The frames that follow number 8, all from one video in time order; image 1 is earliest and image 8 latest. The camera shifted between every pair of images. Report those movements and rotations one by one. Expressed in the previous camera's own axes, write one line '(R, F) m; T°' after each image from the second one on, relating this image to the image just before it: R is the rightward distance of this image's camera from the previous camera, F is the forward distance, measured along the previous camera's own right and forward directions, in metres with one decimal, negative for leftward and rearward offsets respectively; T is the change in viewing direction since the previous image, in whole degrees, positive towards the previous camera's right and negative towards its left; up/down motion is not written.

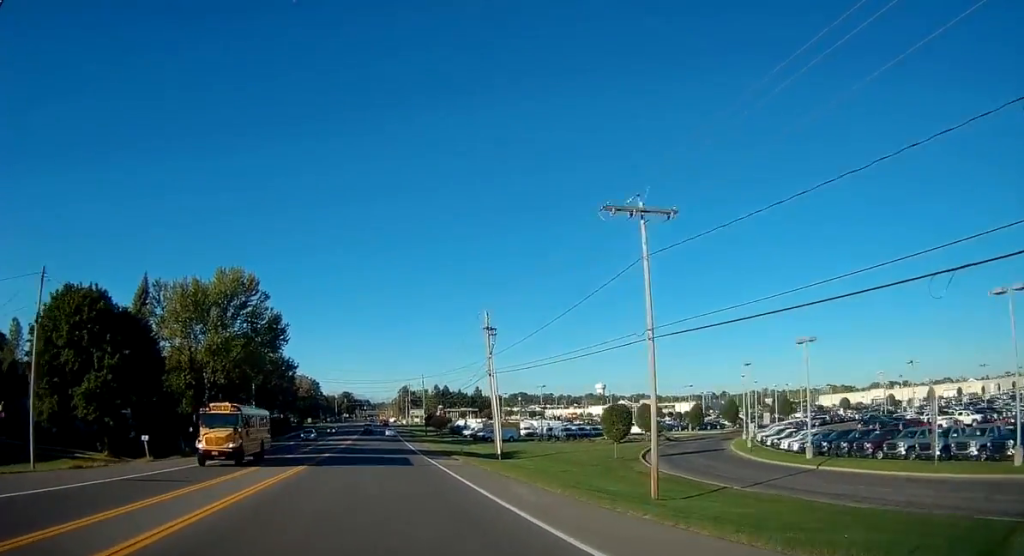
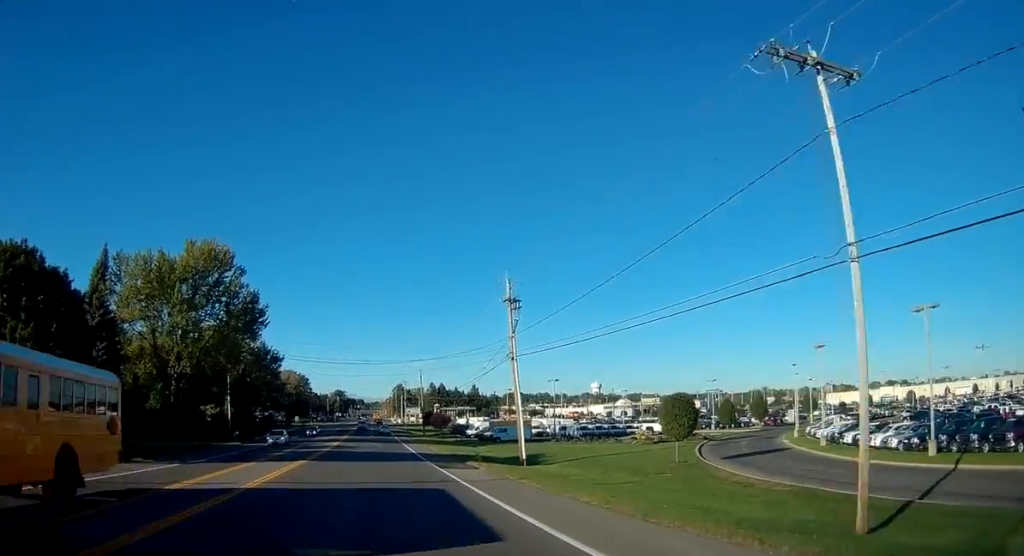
(0.0, +11.3) m; +1°
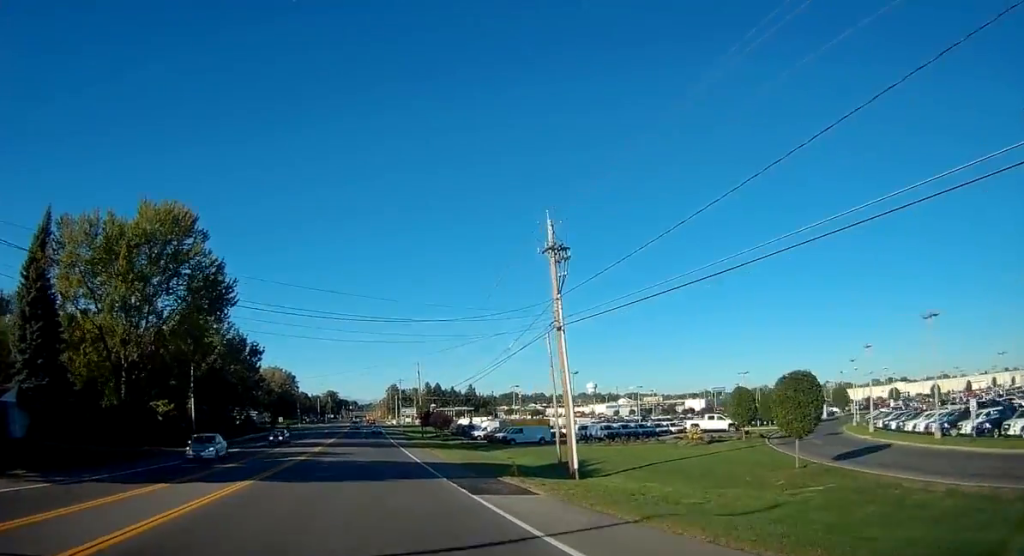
(0.0, +13.4) m; +1°
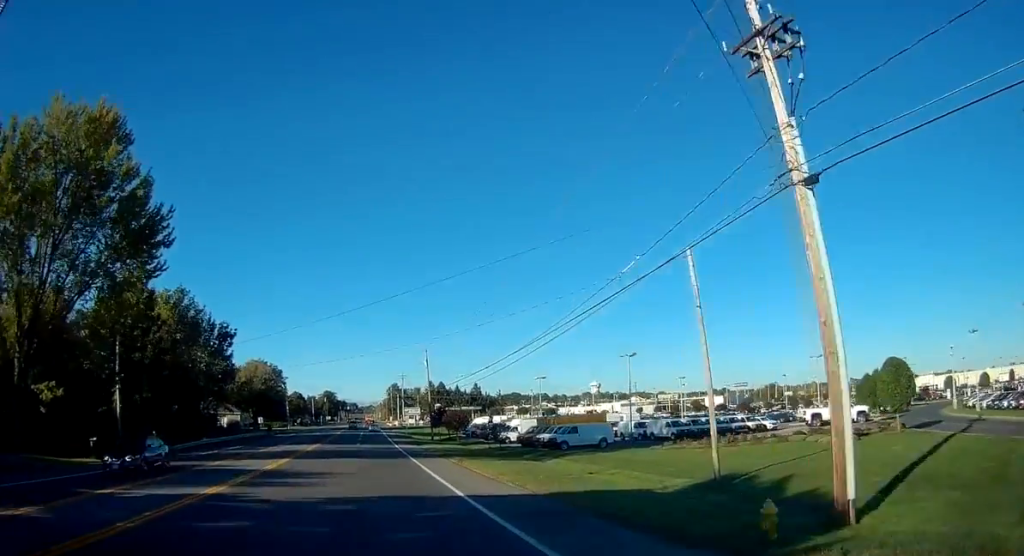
(+0.2, +19.1) m; 0°
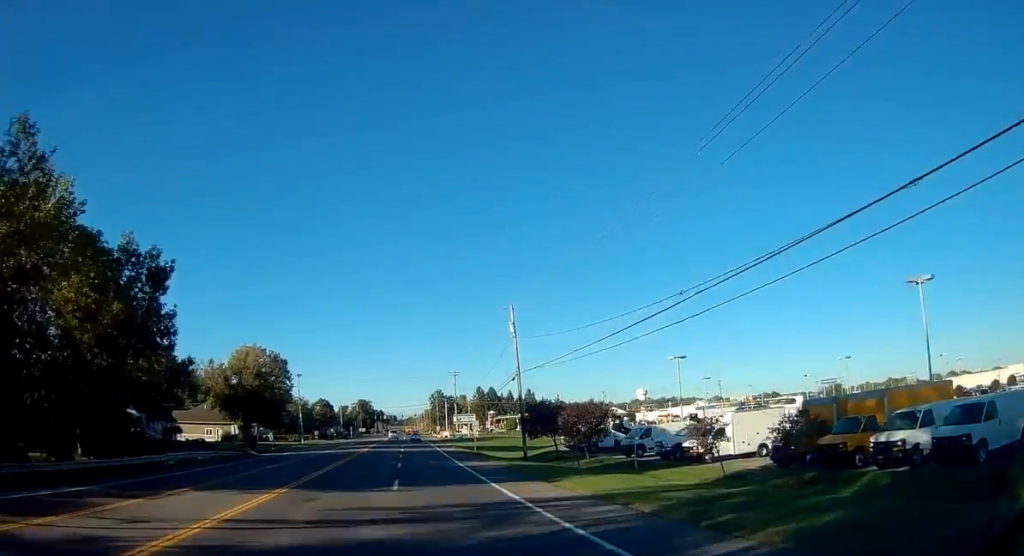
(-1.0, +36.7) m; -2°
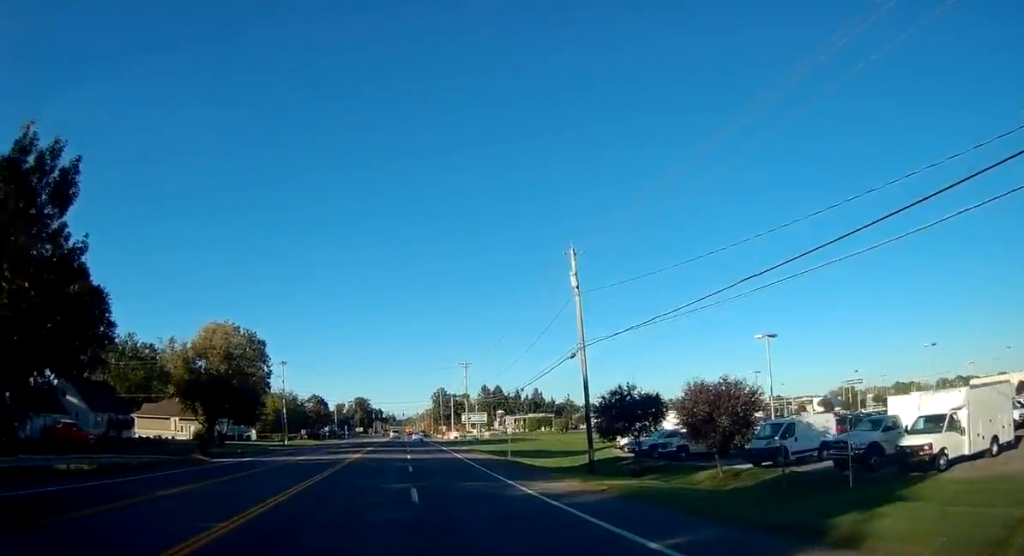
(0.0, +17.0) m; -1°
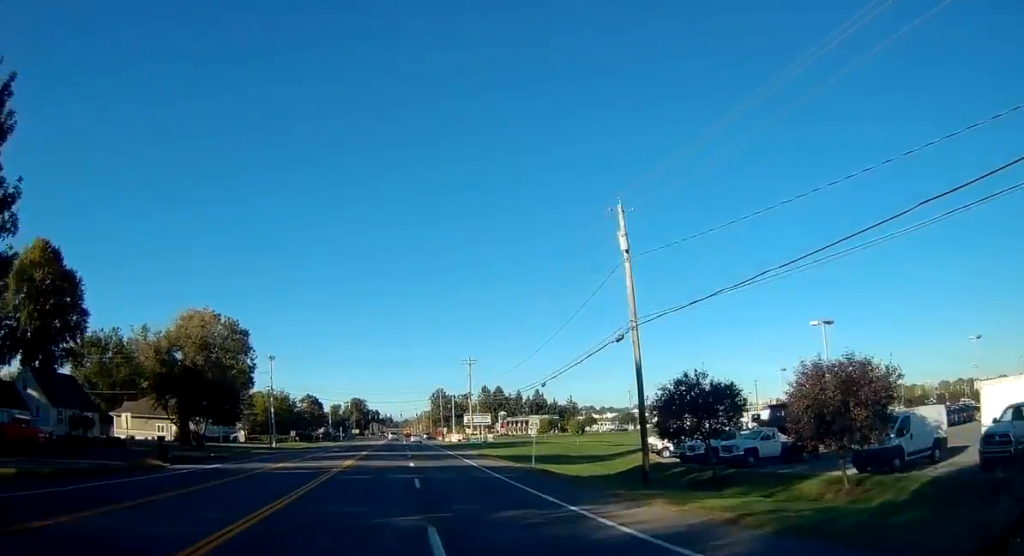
(-0.1, +7.9) m; 0°
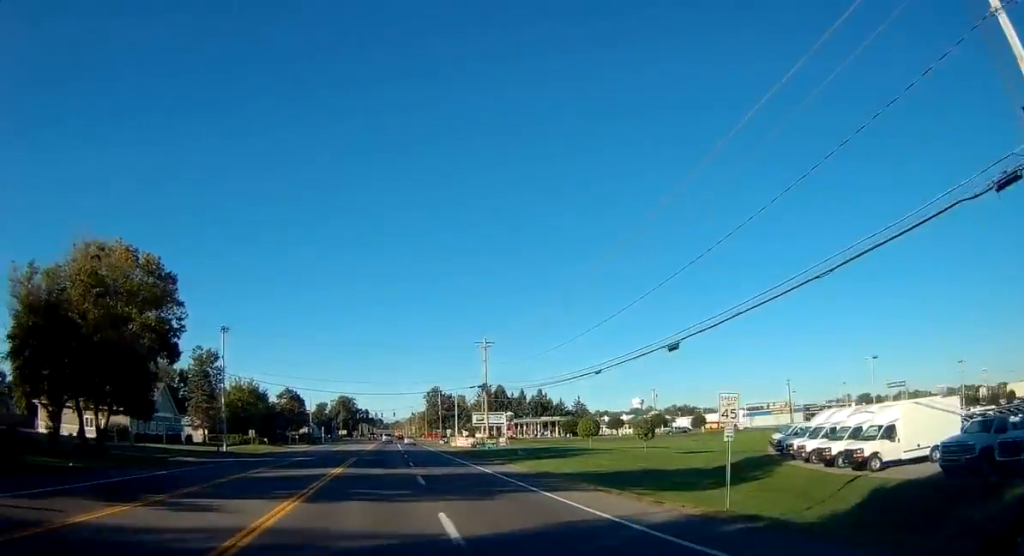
(+0.2, +21.5) m; +1°
